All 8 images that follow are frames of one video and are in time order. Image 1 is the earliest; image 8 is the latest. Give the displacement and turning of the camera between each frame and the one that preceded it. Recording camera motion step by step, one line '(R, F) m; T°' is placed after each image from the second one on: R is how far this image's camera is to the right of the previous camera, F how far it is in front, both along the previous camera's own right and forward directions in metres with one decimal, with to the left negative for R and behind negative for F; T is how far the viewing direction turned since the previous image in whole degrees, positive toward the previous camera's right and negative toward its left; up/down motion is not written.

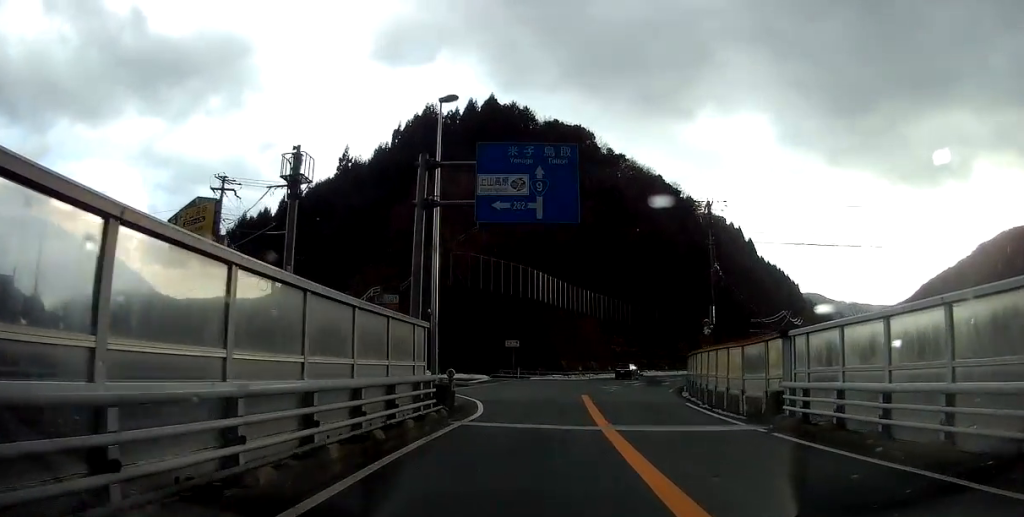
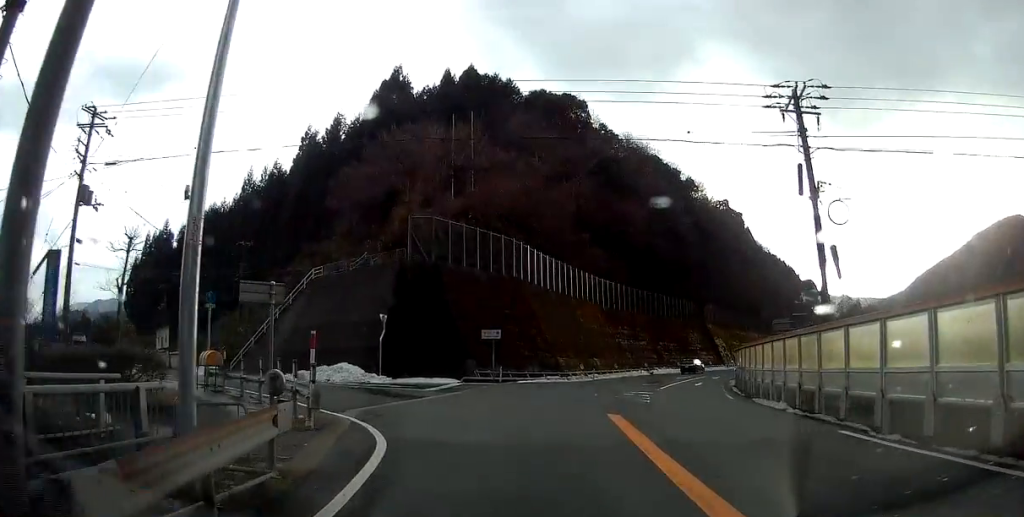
(-0.3, +13.2) m; -5°
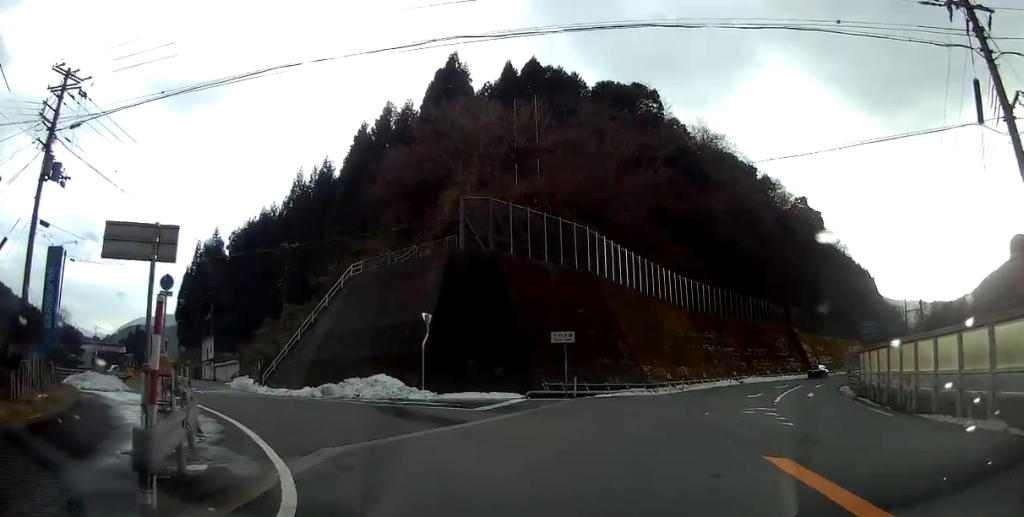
(-0.4, +7.2) m; -9°
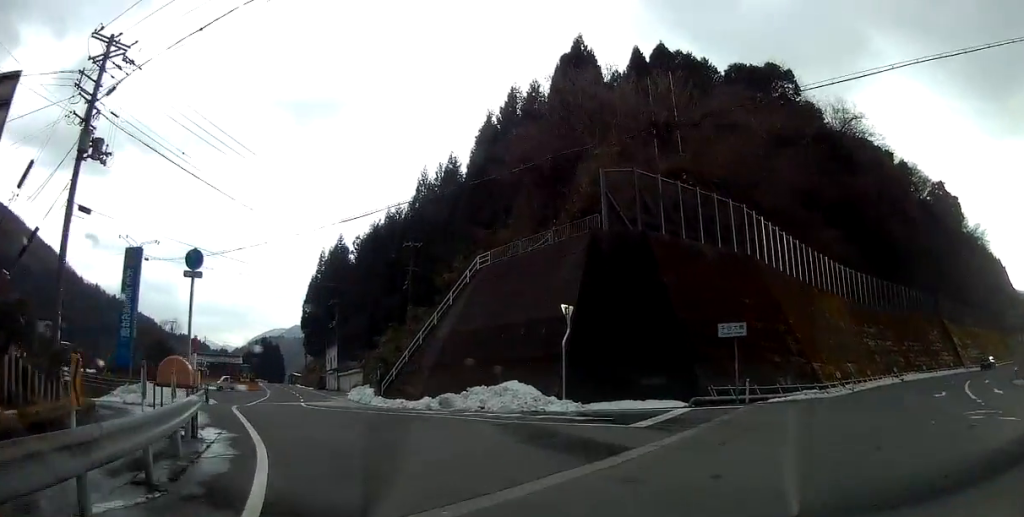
(-0.4, +5.4) m; -12°
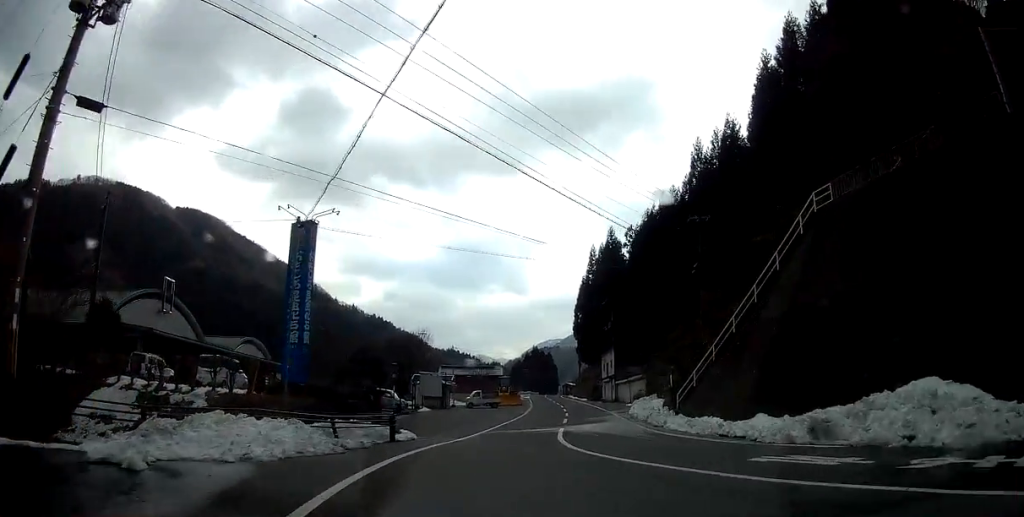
(-2.6, +11.9) m; -18°
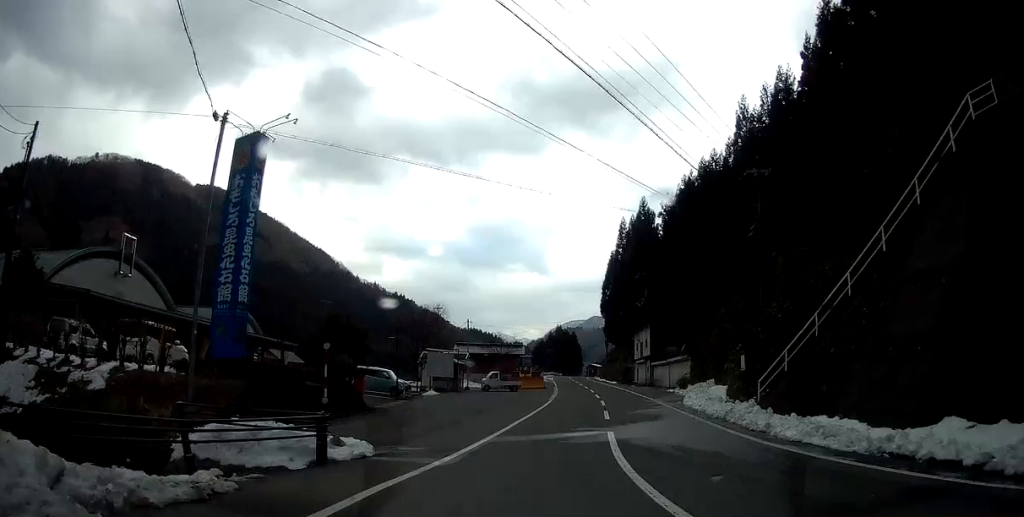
(+0.1, +8.4) m; -2°
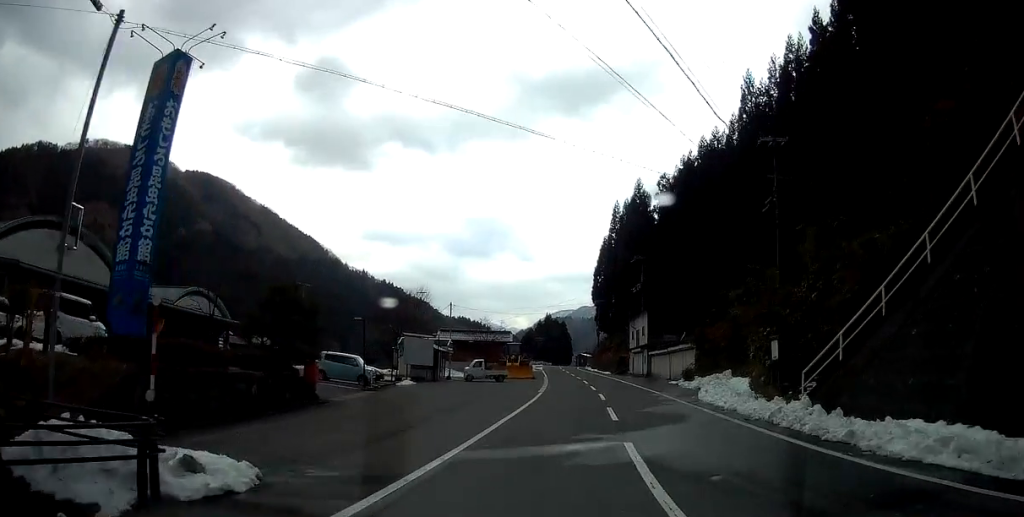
(-0.2, +5.0) m; +1°
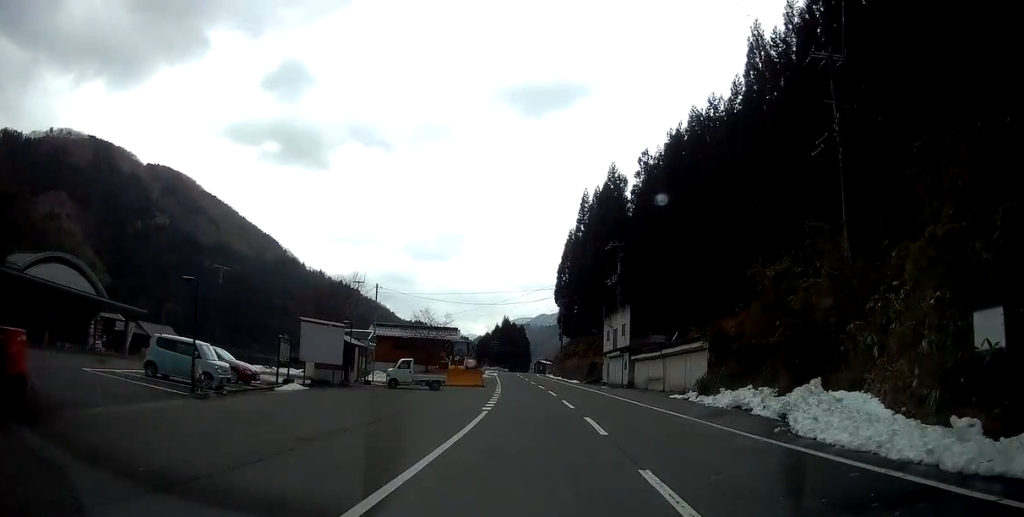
(+0.4, +13.5) m; +2°
